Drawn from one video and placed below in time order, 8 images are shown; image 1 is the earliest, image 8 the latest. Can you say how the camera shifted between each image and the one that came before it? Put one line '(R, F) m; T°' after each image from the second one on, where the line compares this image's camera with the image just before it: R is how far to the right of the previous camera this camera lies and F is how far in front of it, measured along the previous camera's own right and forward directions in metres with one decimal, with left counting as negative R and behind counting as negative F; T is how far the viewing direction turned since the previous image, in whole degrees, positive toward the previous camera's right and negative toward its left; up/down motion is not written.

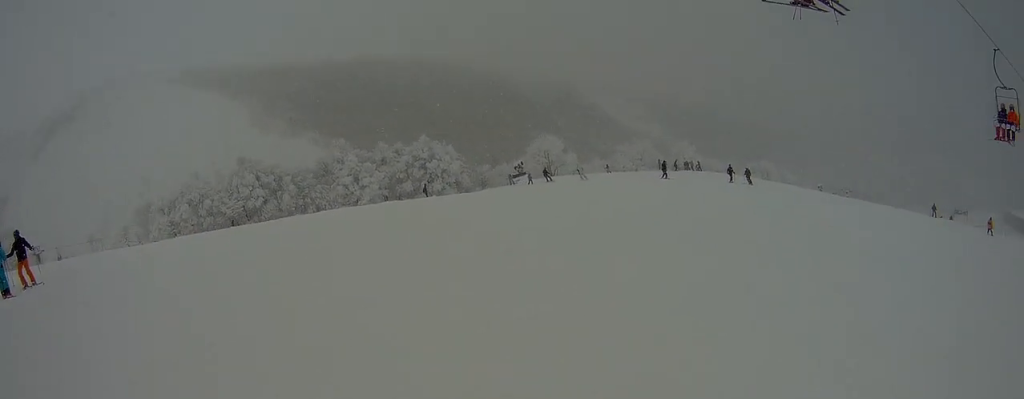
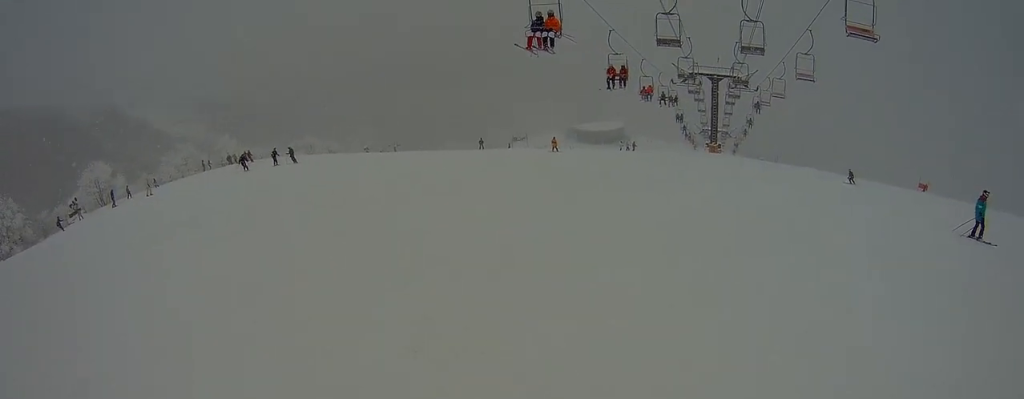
(+1.3, +3.1) m; +44°
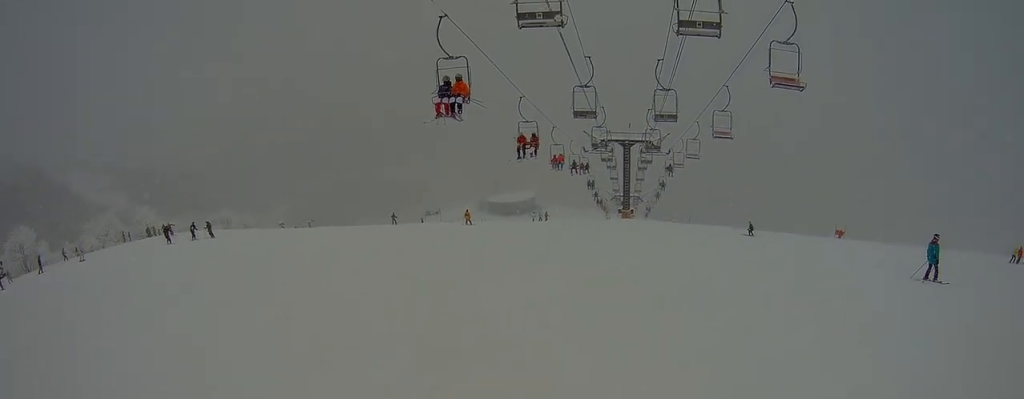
(+0.1, +1.1) m; +14°
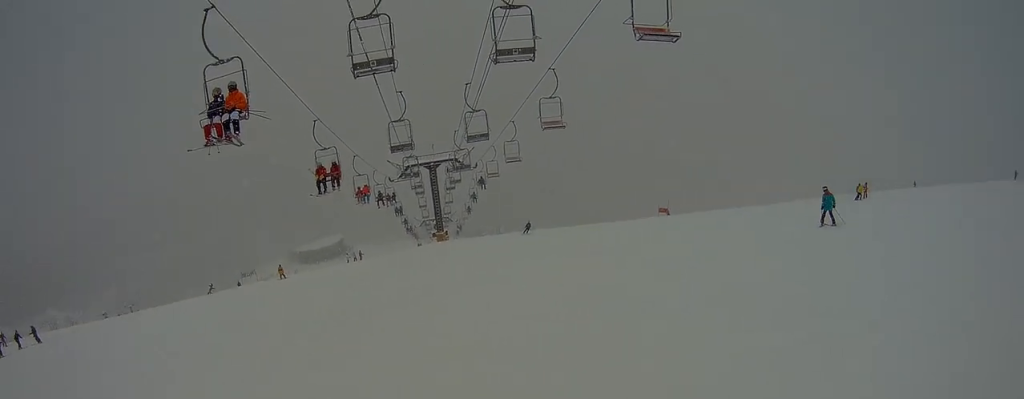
(+1.0, +3.1) m; +39°
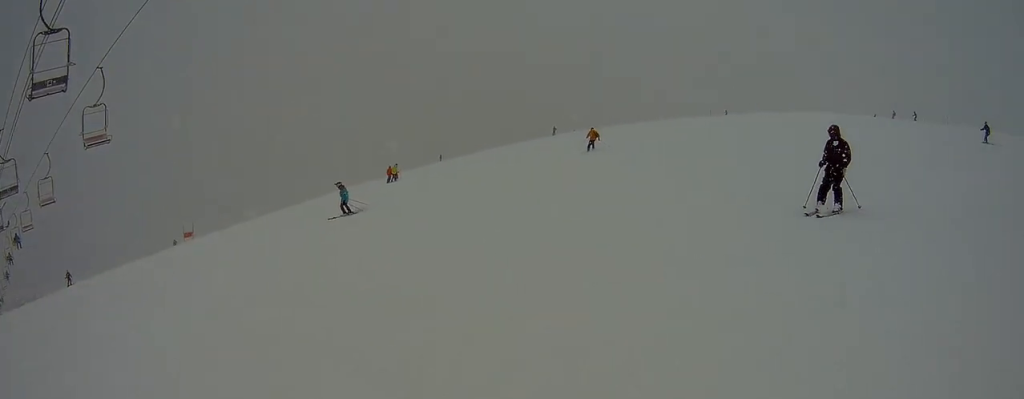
(+0.6, +3.0) m; +19°
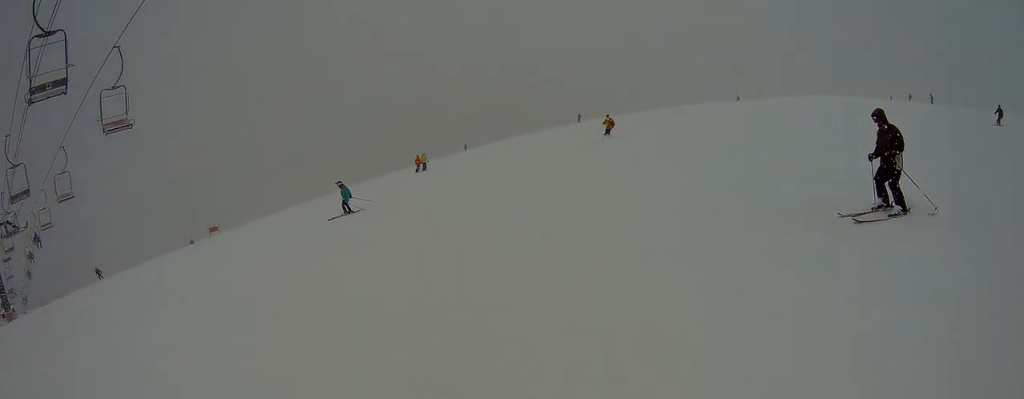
(+0.2, +1.7) m; -2°
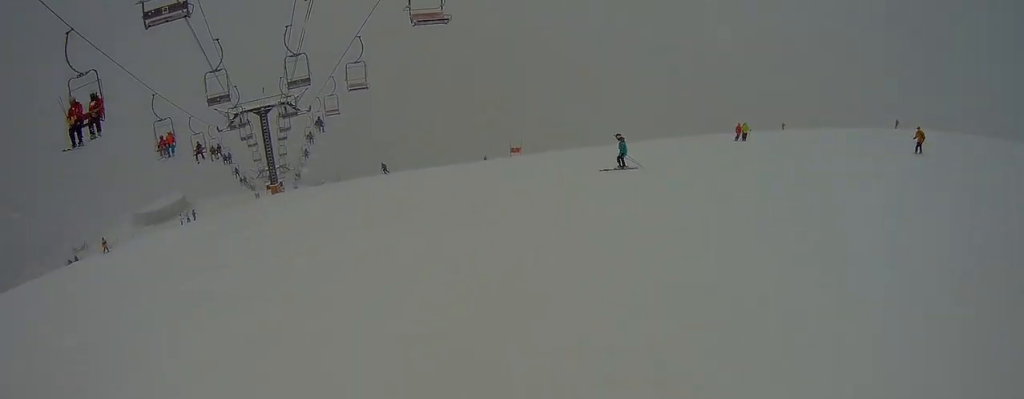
(+0.4, +1.7) m; -6°
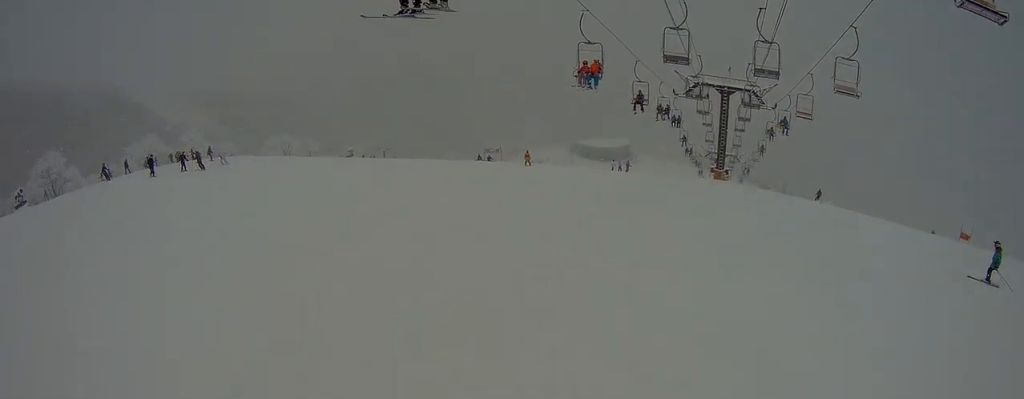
(-0.8, +3.4) m; -24°
